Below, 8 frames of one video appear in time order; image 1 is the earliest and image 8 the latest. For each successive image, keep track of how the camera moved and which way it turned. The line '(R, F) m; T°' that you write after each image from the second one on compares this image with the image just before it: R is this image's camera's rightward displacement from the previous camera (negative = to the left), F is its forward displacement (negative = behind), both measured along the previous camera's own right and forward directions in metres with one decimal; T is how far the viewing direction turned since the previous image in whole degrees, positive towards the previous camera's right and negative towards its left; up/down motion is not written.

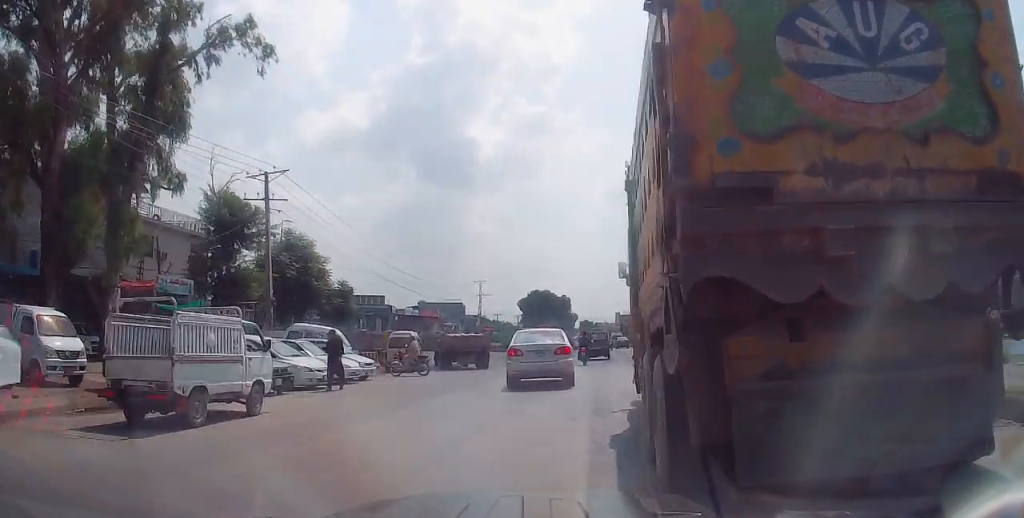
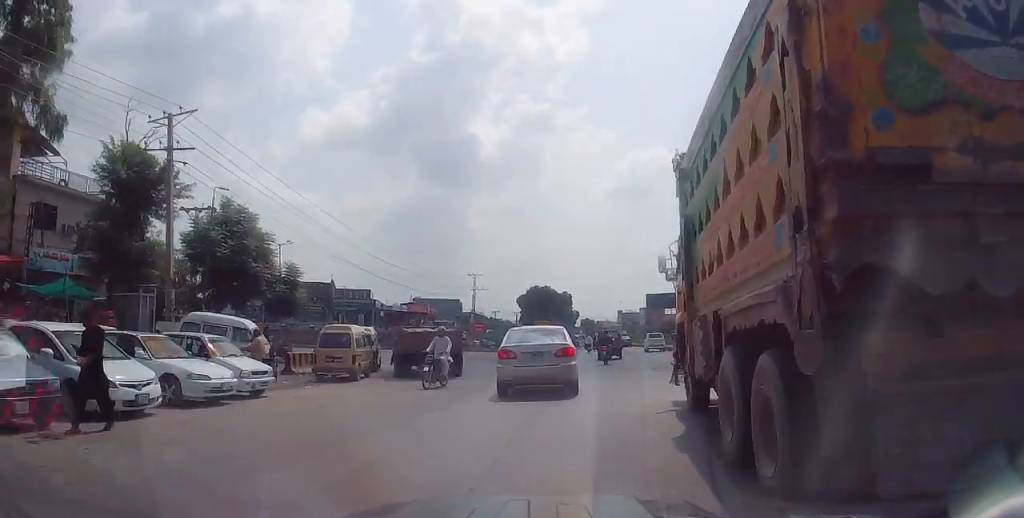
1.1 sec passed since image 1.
(-0.1, +8.3) m; -1°
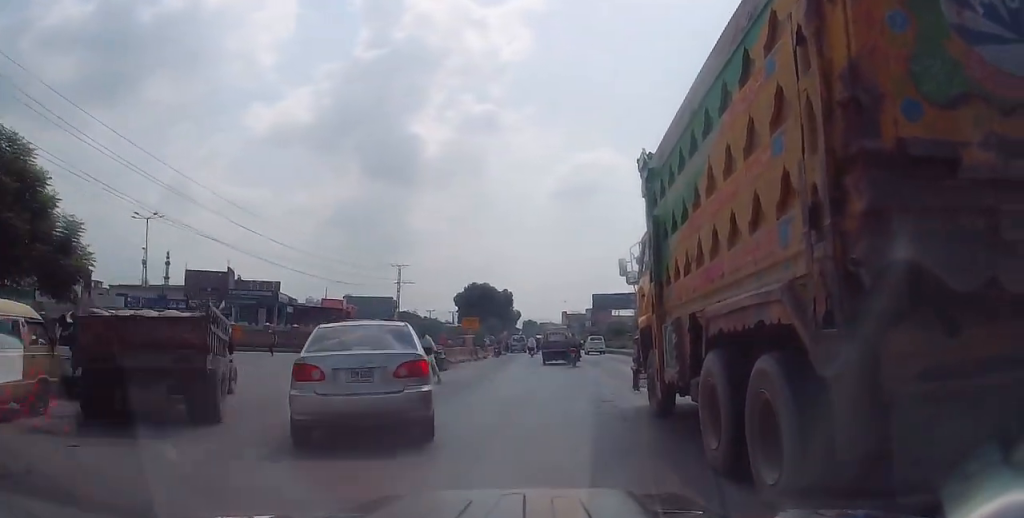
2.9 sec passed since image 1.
(-0.2, +13.3) m; 0°
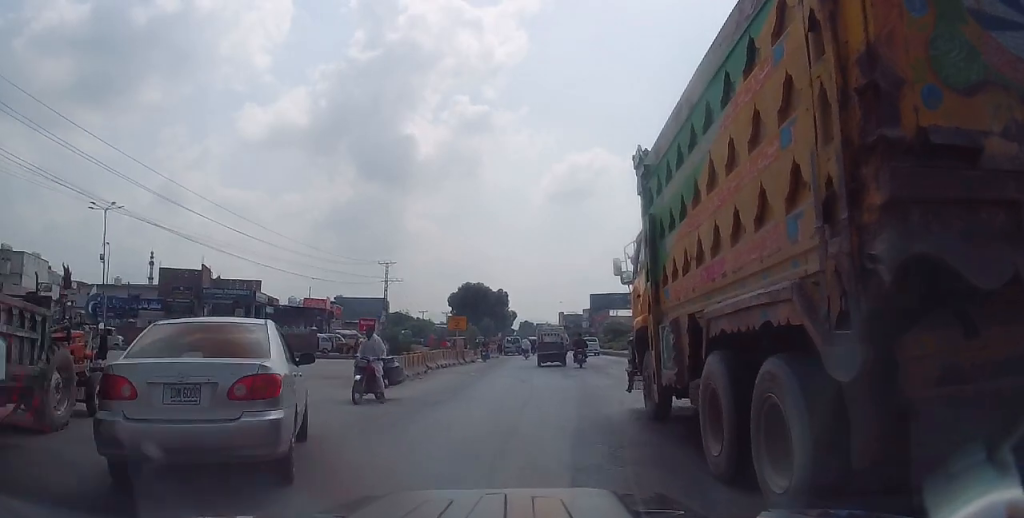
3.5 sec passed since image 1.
(+0.1, +4.9) m; +1°
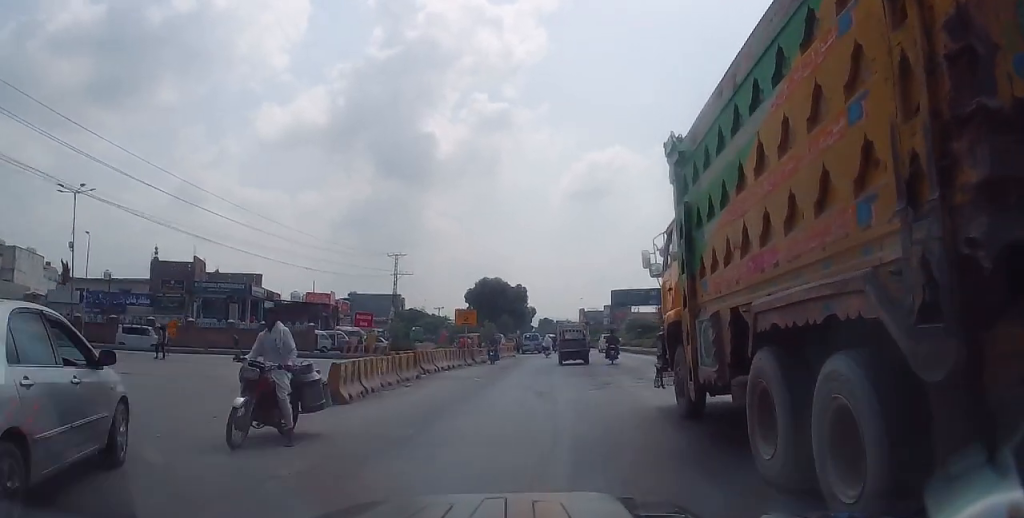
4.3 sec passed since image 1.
(0.0, +5.6) m; +1°
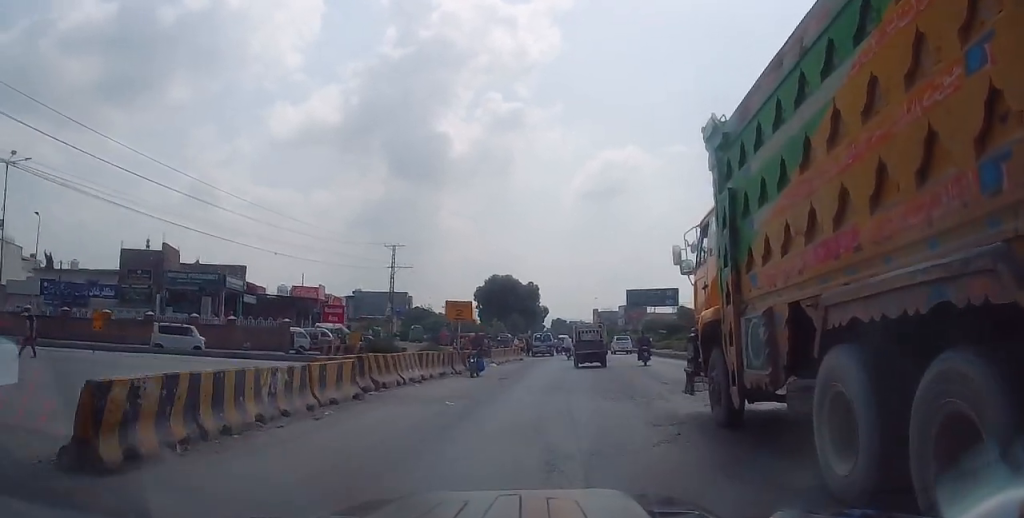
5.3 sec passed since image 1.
(+0.1, +7.5) m; 0°
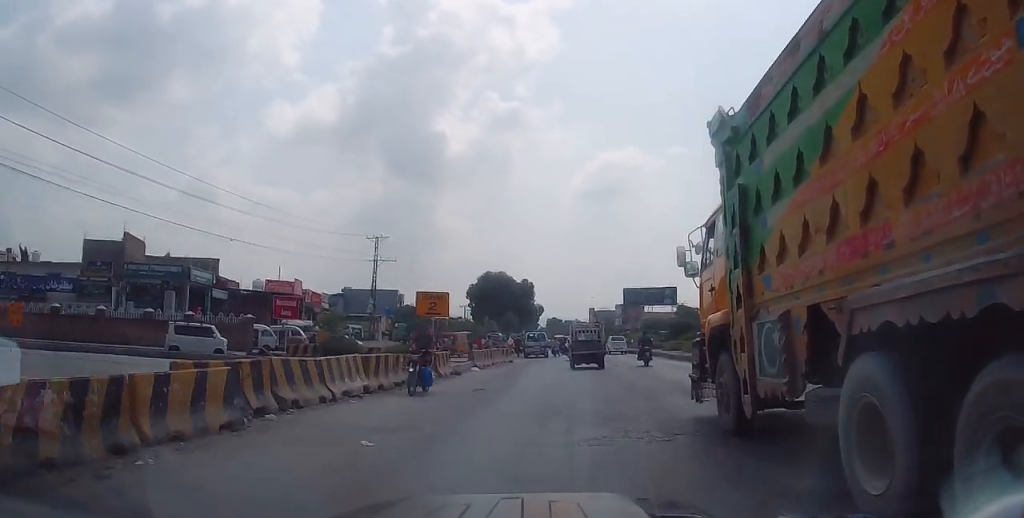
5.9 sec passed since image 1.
(0.0, +4.8) m; 0°
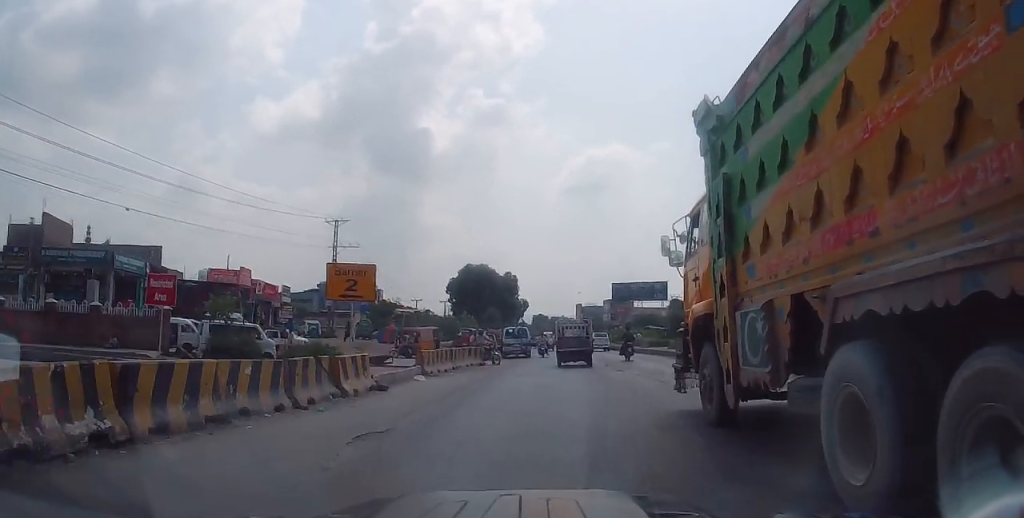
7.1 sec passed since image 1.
(-0.1, +8.0) m; 0°
